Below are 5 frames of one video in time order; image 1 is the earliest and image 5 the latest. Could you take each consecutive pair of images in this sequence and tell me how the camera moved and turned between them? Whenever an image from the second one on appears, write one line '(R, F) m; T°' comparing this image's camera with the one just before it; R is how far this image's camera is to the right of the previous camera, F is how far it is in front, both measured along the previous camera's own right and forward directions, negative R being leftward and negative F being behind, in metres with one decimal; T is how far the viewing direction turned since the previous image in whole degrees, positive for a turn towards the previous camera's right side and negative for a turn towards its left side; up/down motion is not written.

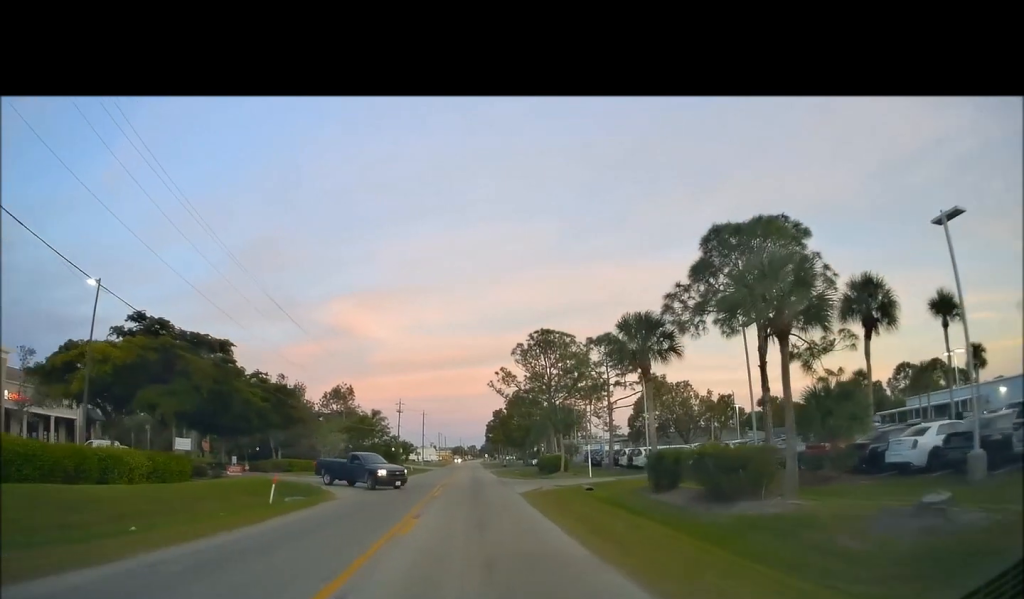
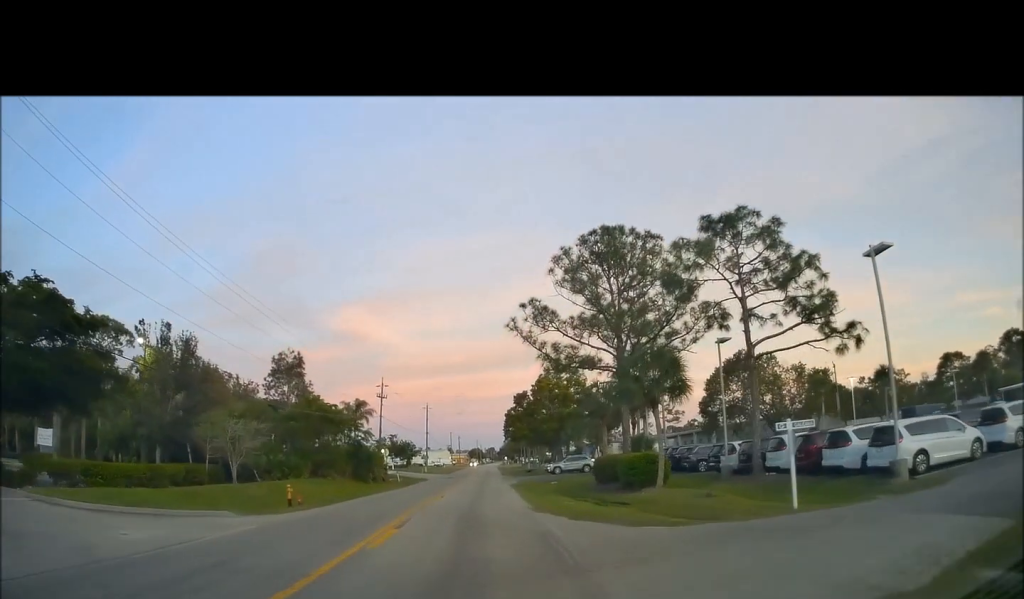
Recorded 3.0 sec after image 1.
(+0.7, +25.9) m; 0°
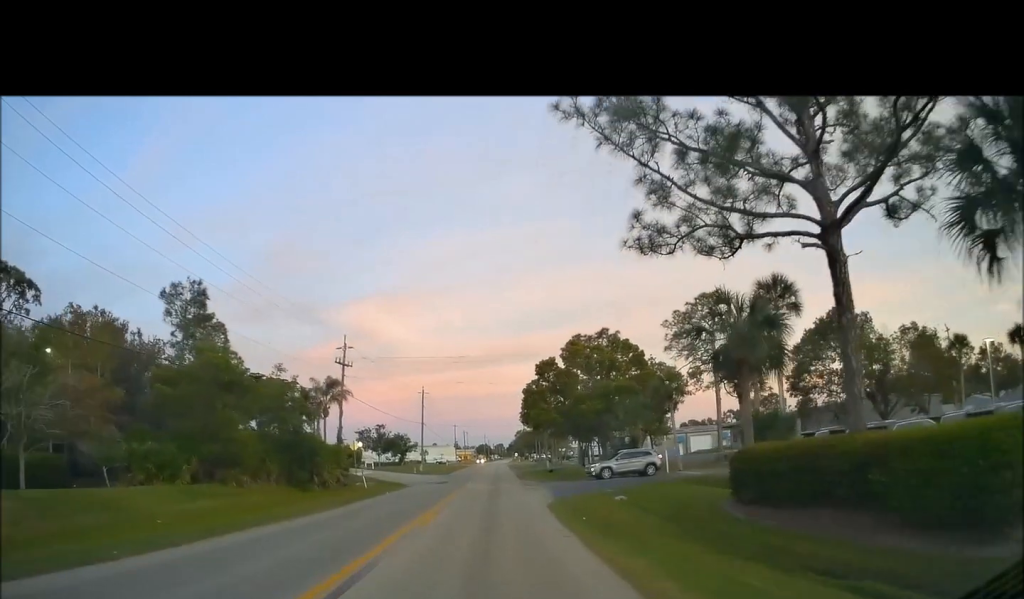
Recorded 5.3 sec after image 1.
(-1.2, +19.8) m; -4°
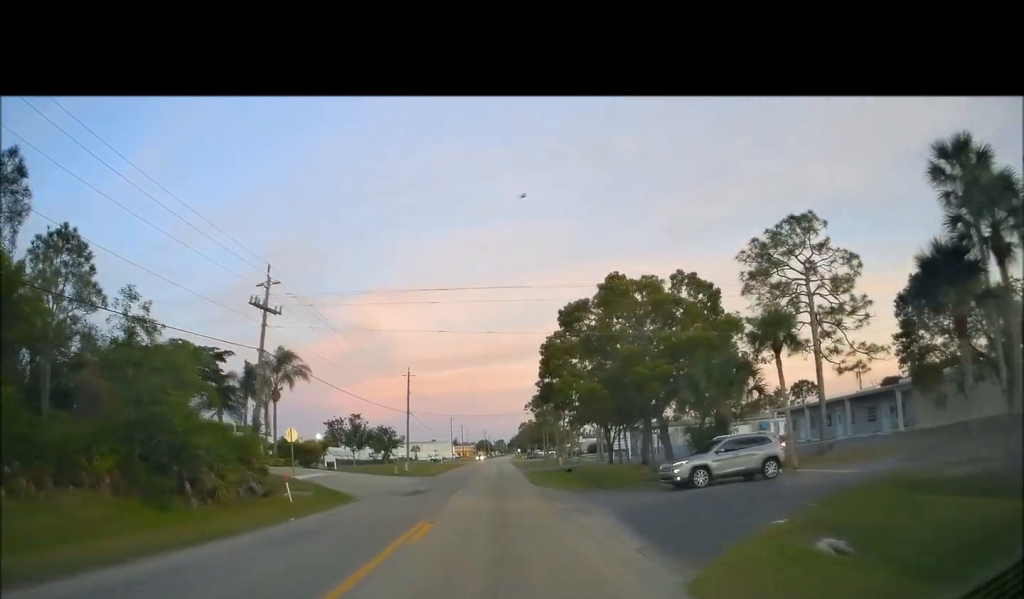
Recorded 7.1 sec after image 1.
(-0.1, +15.6) m; 0°
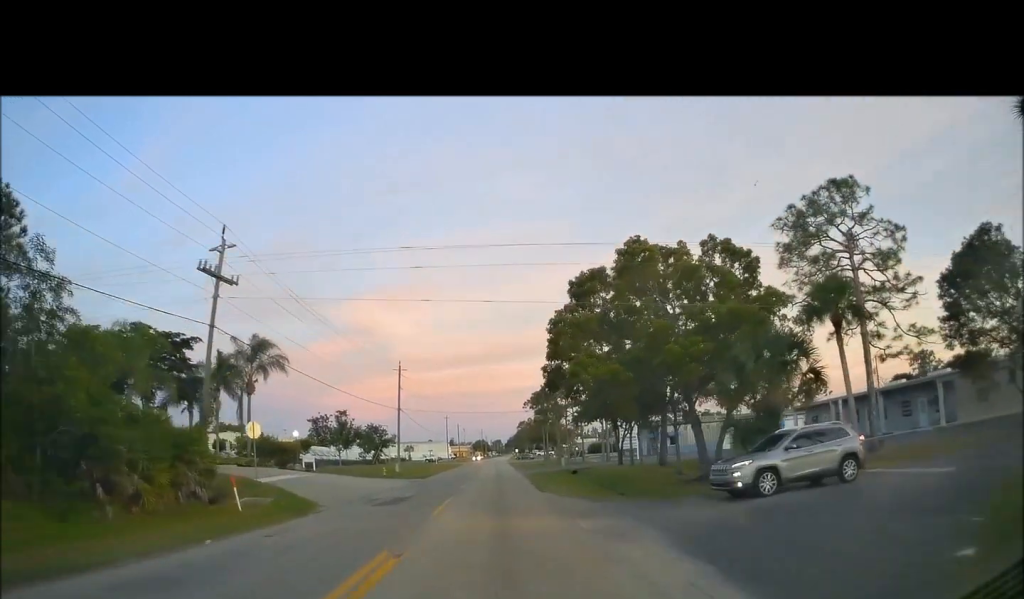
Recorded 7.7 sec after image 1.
(0.0, +5.0) m; +2°
